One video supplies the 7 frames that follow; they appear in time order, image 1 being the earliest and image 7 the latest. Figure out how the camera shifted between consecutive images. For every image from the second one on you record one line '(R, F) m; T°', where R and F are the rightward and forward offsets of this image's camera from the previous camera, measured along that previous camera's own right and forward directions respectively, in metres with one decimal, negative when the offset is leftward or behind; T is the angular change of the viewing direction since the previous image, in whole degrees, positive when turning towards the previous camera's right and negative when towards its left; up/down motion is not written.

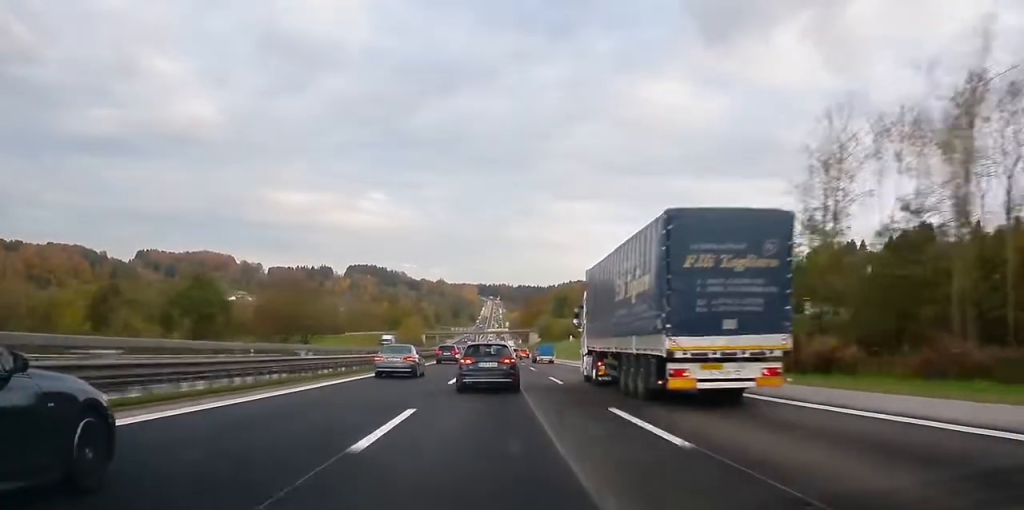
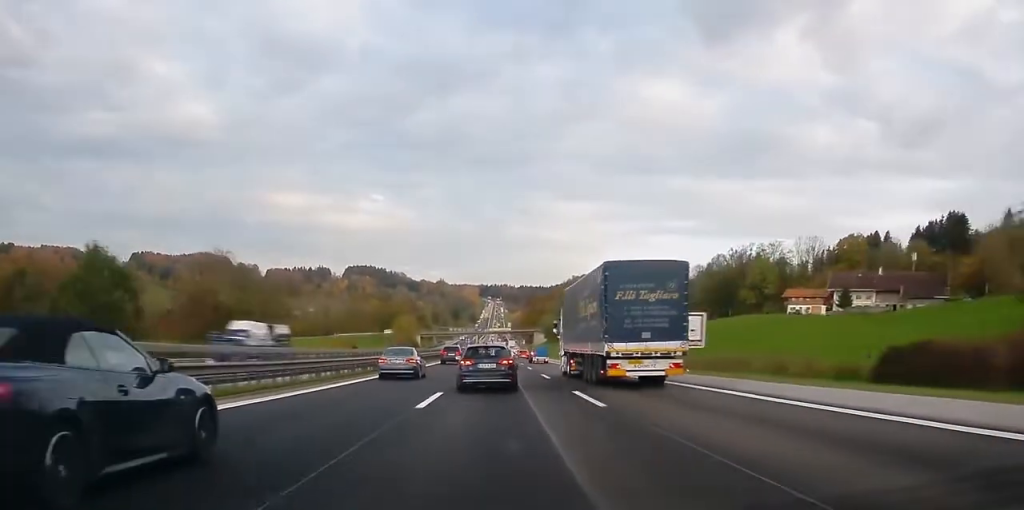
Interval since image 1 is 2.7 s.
(-0.2, +30.3) m; 0°
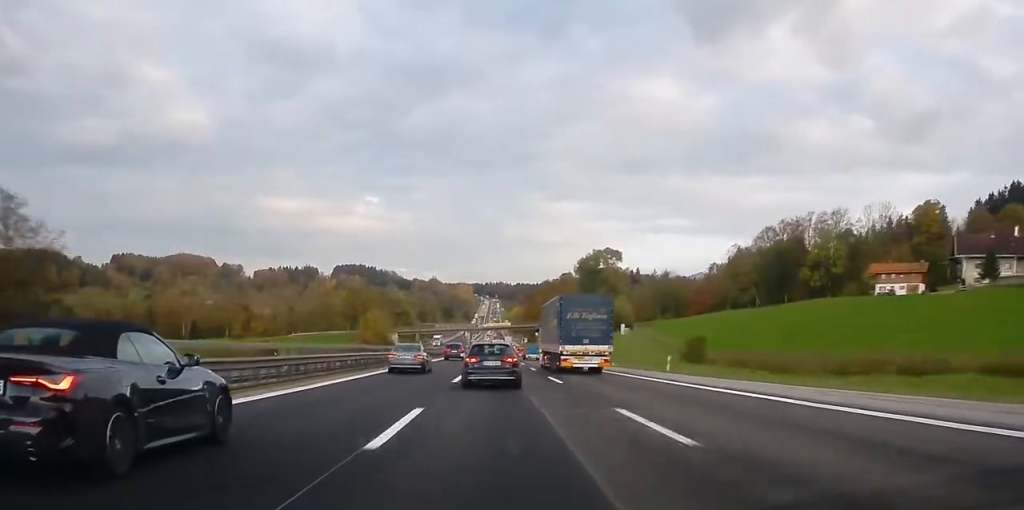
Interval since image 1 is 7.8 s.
(+0.9, +63.3) m; +1°
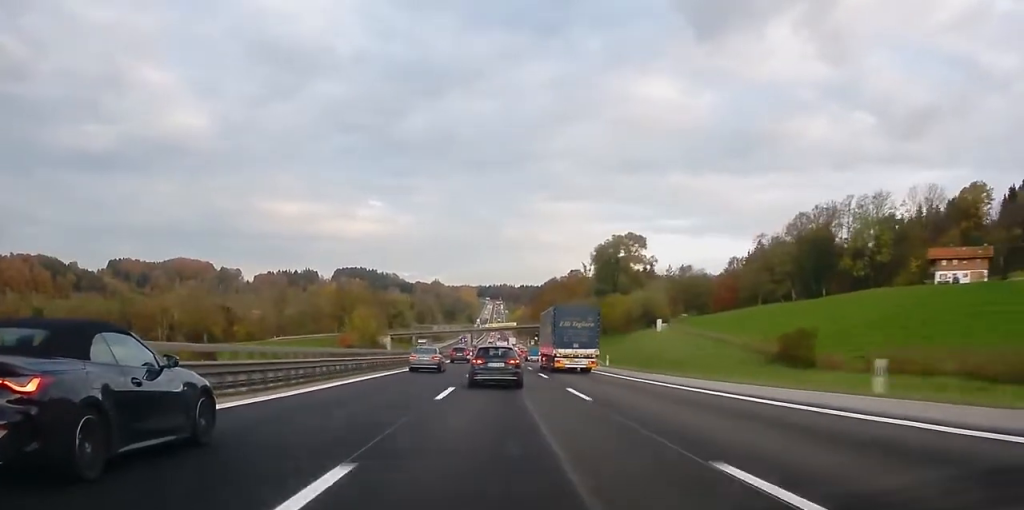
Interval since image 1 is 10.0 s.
(-0.4, +28.2) m; 0°
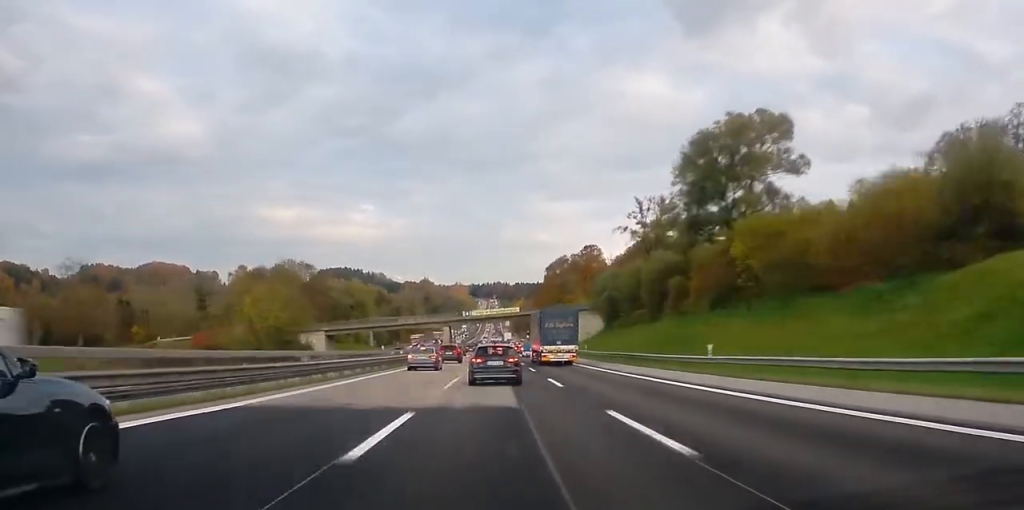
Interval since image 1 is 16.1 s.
(0.0, +81.8) m; 0°
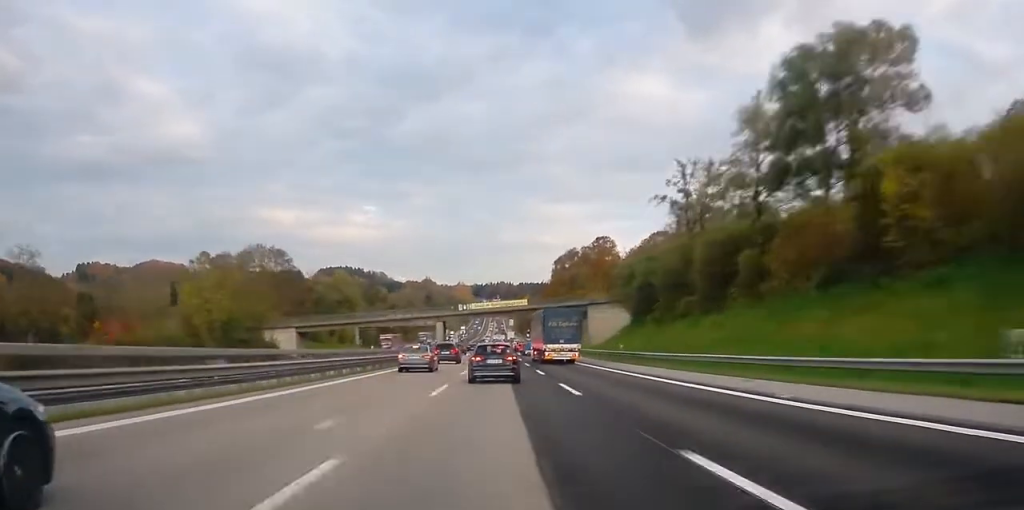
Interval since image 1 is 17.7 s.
(+0.2, +23.2) m; 0°
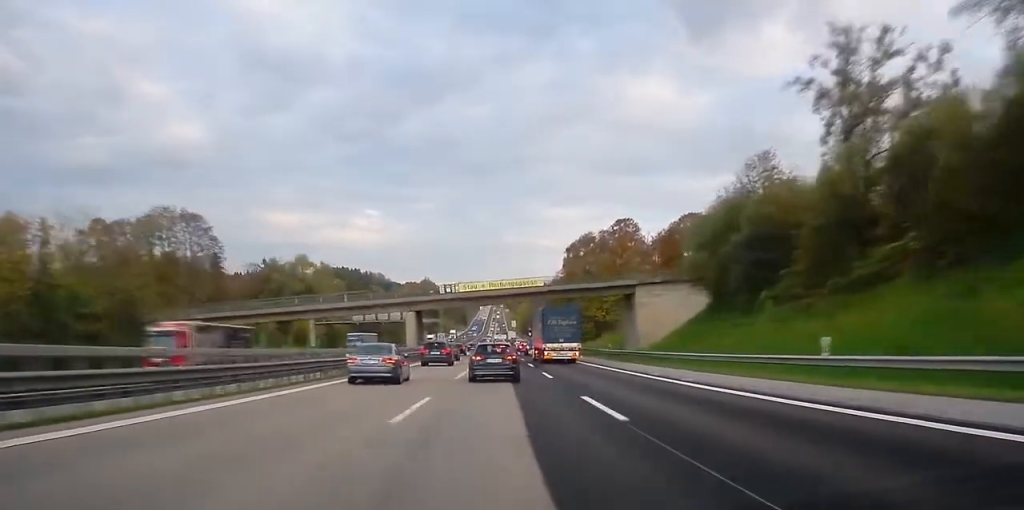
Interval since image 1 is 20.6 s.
(-0.3, +39.6) m; 0°
